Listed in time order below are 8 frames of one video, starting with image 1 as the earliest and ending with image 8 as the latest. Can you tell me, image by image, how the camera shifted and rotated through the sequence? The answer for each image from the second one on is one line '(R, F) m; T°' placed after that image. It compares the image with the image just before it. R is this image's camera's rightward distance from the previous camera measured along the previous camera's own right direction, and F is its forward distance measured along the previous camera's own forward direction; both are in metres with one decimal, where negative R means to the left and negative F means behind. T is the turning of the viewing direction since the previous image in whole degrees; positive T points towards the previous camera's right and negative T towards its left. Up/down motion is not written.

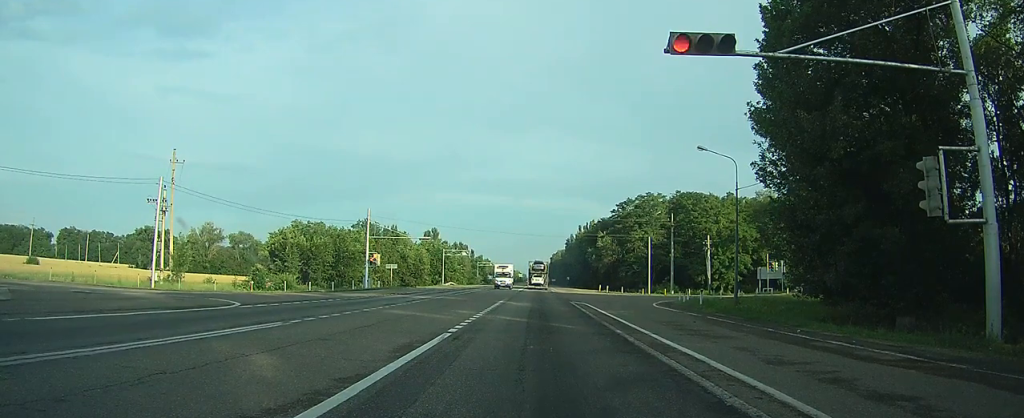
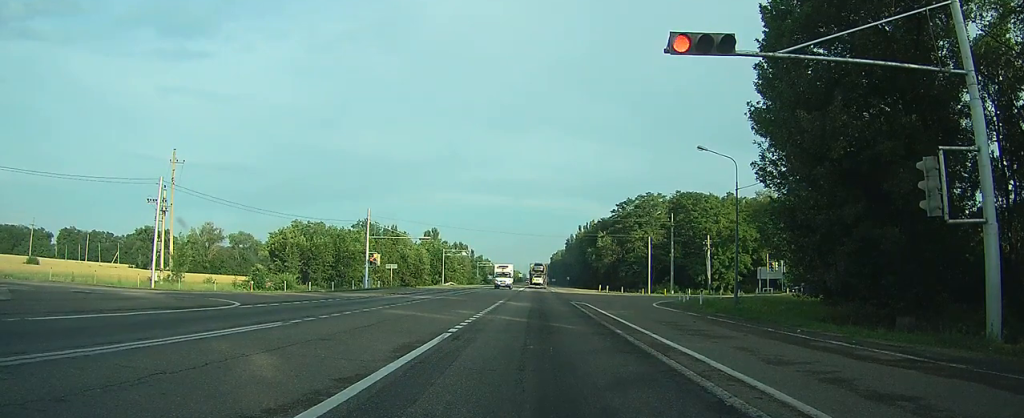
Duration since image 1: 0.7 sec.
(+0.4, -0.1) m; 0°
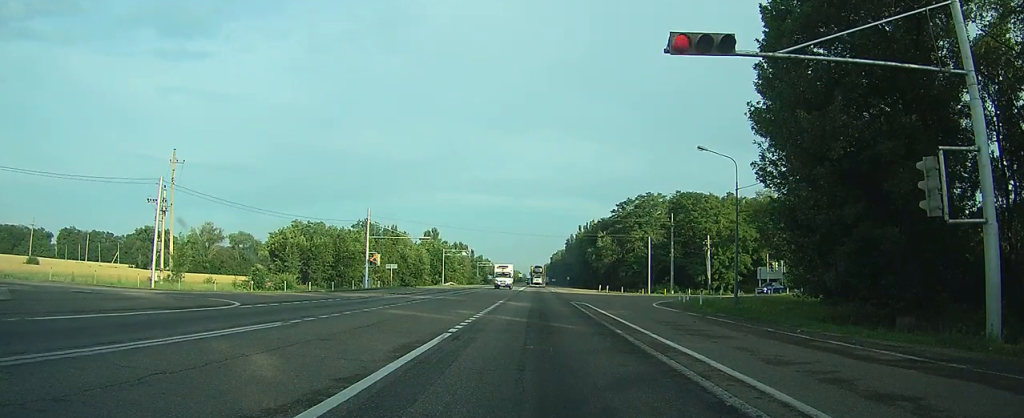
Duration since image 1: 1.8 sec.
(0.0, +0.2) m; 0°
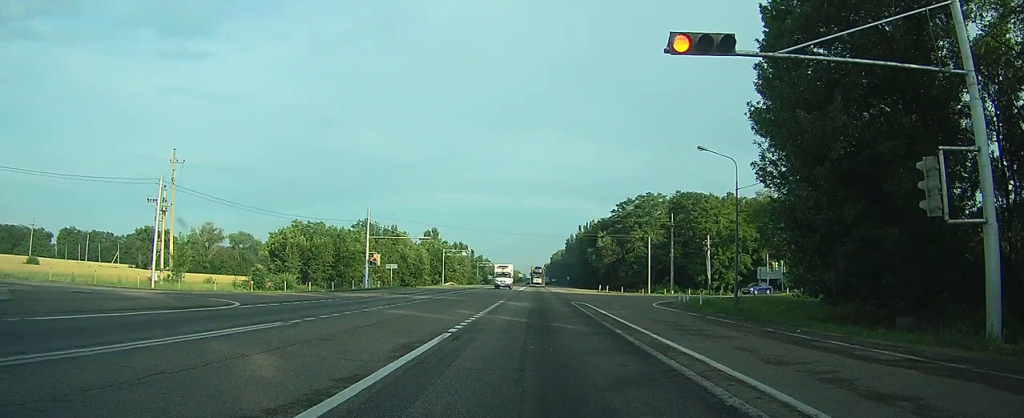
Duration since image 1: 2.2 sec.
(0.0, 0.0) m; 0°
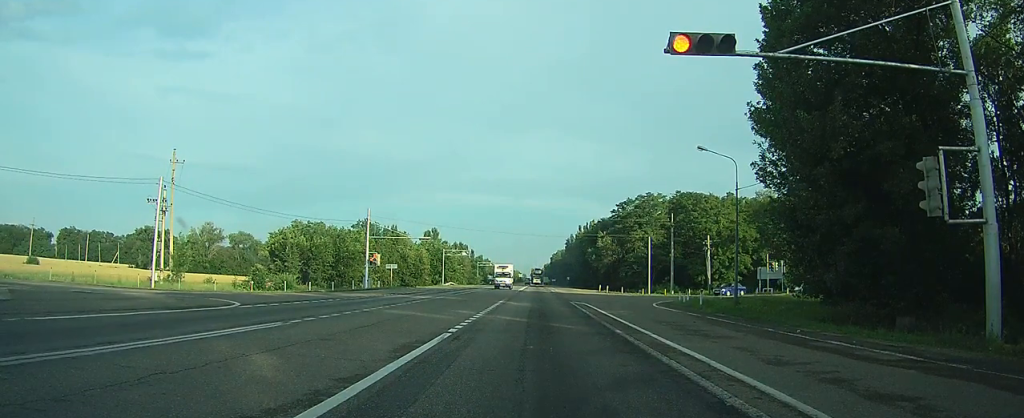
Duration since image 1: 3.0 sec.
(0.0, 0.0) m; 0°
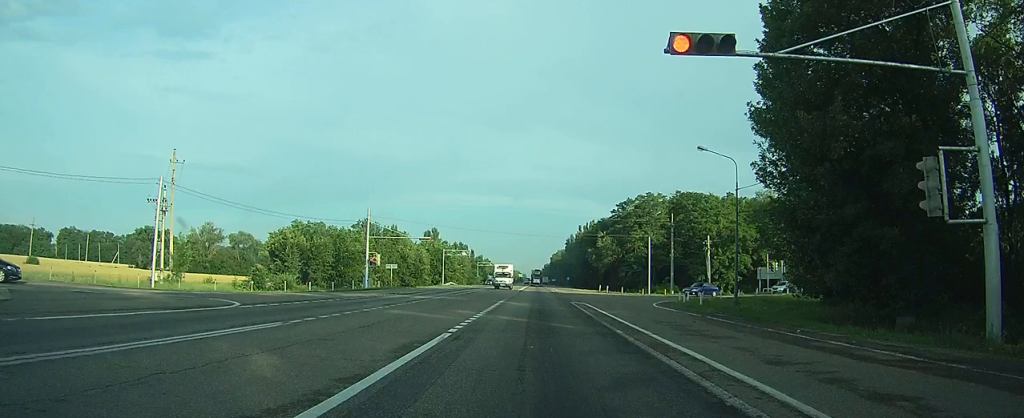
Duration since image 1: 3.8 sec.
(0.0, 0.0) m; 0°
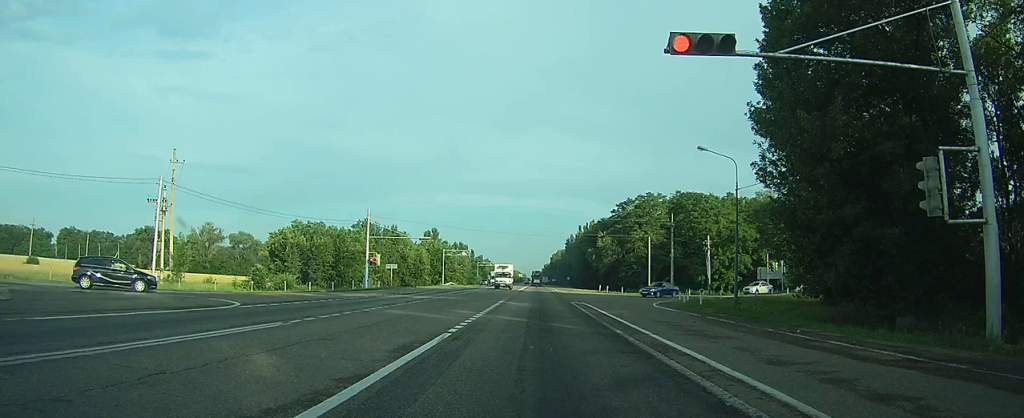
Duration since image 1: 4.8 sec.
(0.0, 0.0) m; 0°
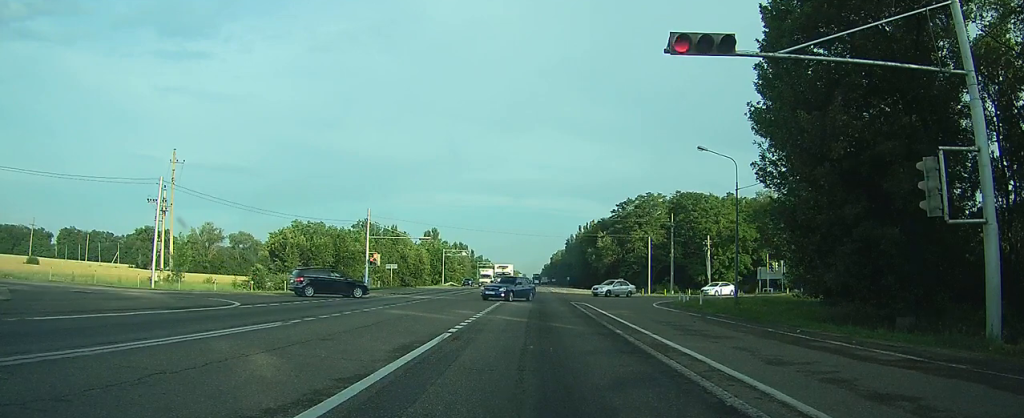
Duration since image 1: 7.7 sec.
(0.0, 0.0) m; 0°
